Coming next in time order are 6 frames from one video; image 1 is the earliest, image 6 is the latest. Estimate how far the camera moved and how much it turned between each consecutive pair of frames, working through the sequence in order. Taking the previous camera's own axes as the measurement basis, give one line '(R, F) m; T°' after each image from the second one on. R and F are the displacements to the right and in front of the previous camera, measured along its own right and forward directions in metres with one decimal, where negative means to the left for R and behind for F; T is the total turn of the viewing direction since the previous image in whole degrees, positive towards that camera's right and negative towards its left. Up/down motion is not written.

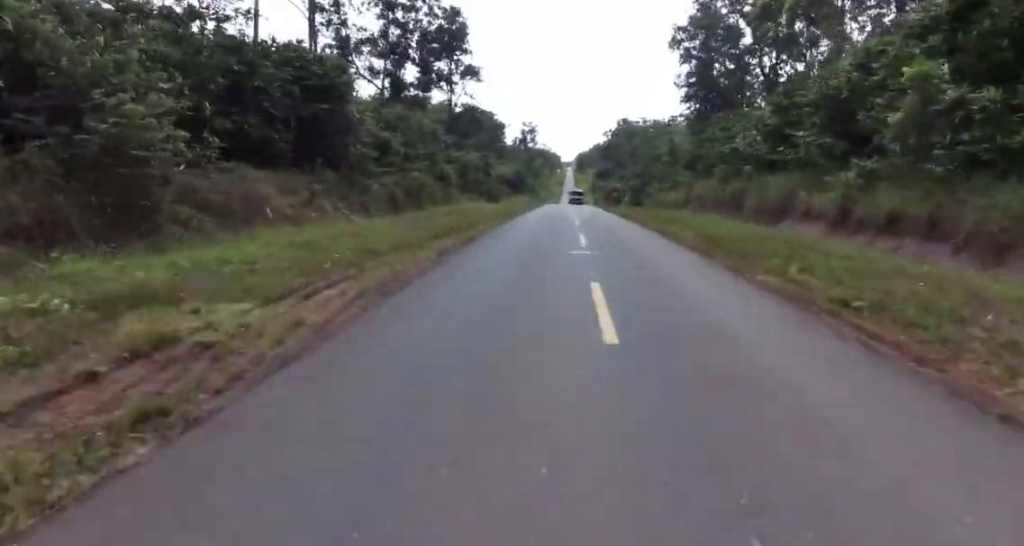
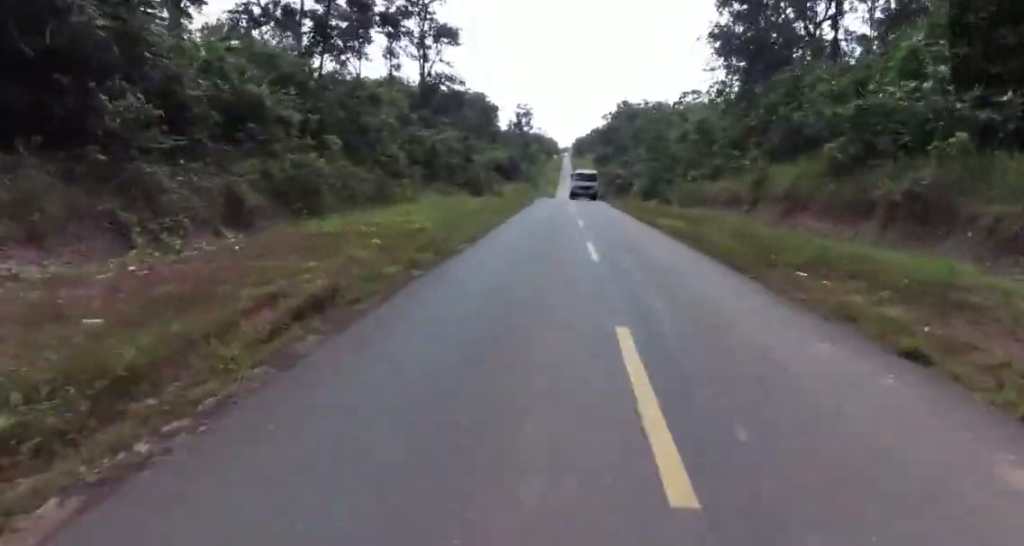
(+0.7, +18.7) m; +3°
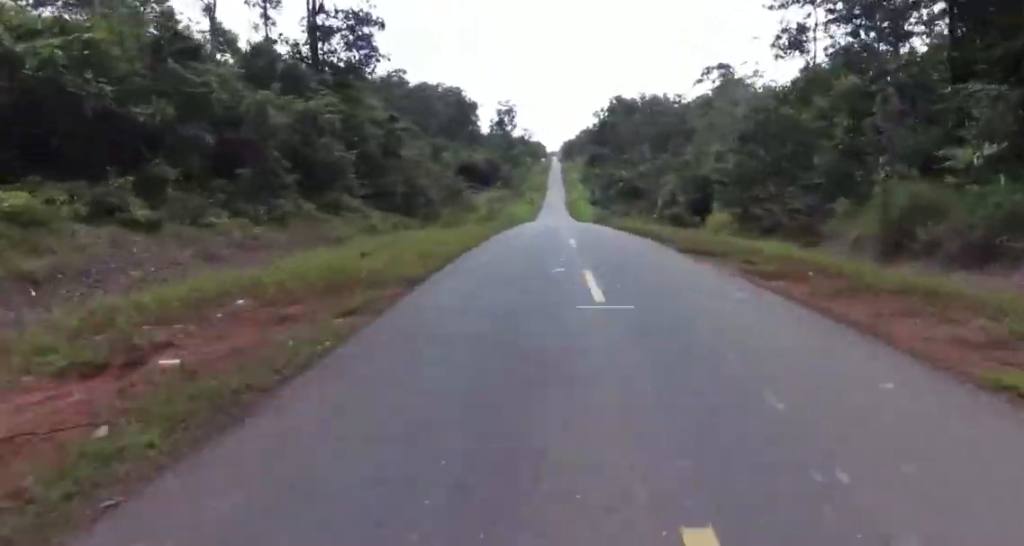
(-0.3, +36.5) m; -1°
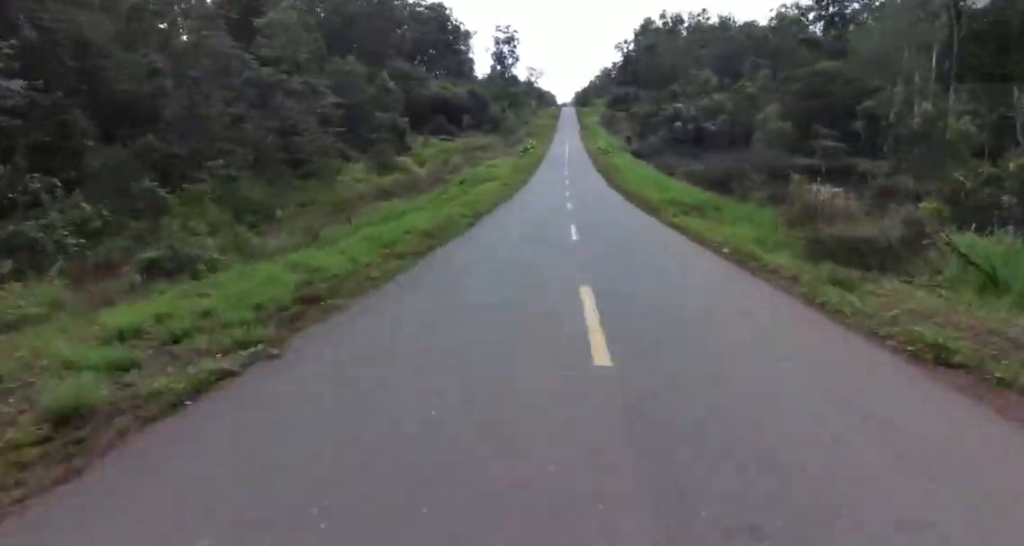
(+2.5, +60.4) m; +3°
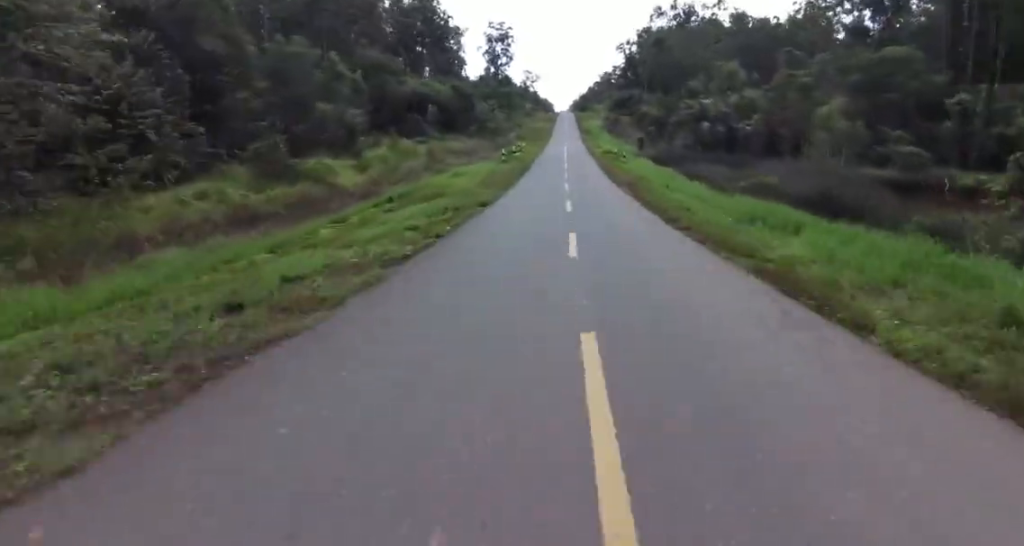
(+0.2, +18.0) m; -2°
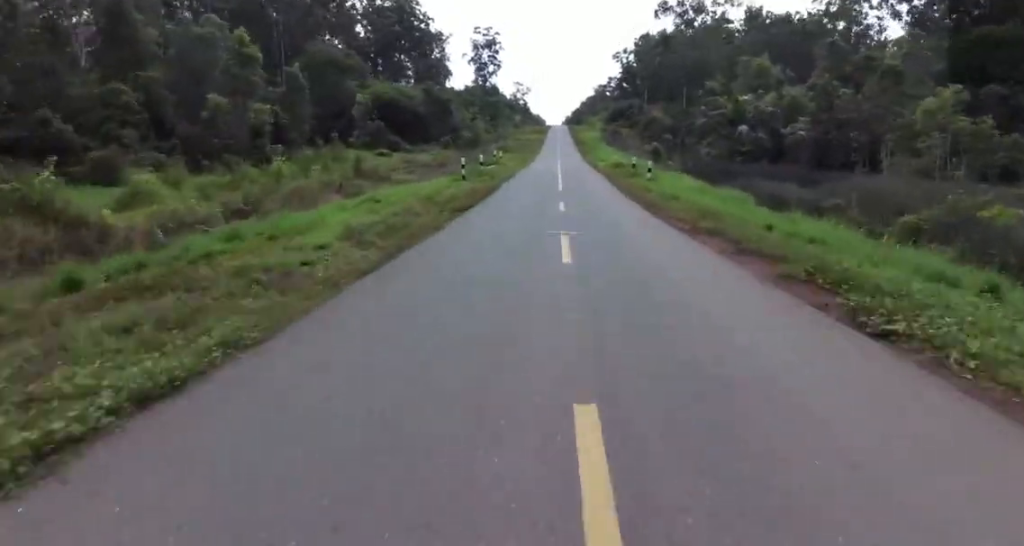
(-1.4, +18.3) m; 0°
